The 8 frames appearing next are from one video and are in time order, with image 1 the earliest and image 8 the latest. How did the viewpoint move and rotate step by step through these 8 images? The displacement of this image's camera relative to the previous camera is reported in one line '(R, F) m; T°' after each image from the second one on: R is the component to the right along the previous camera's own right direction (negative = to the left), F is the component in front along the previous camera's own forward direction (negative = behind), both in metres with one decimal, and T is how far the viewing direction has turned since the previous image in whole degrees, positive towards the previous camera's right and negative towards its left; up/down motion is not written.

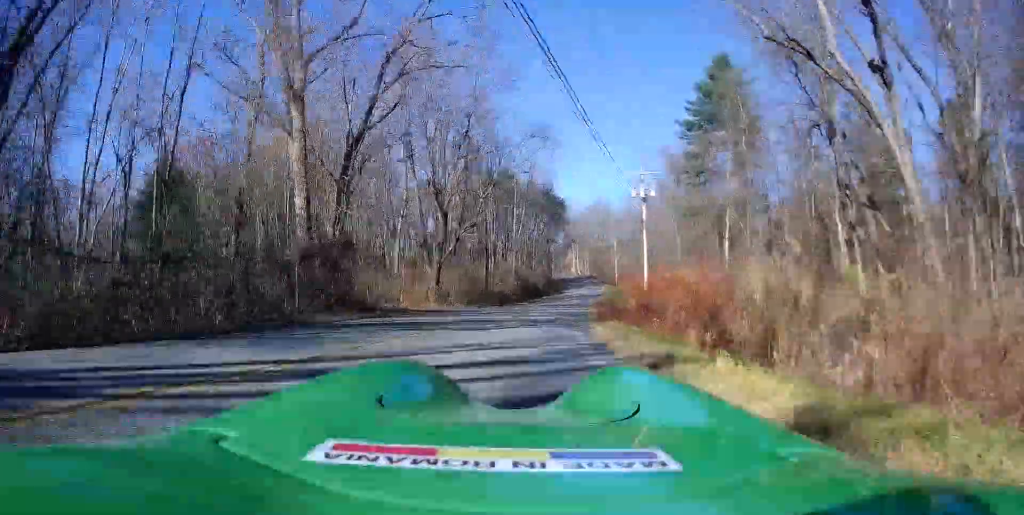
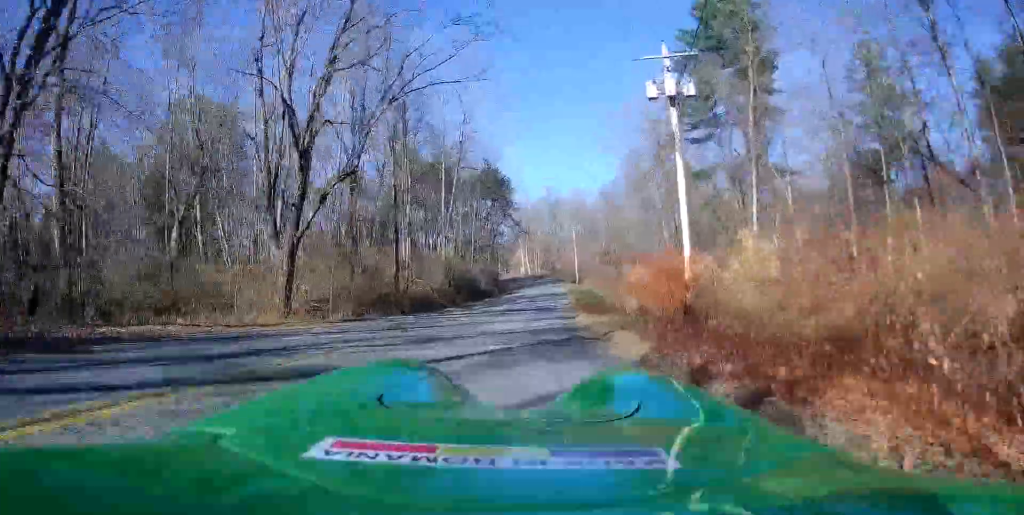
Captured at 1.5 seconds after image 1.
(+5.5, +21.5) m; +17°
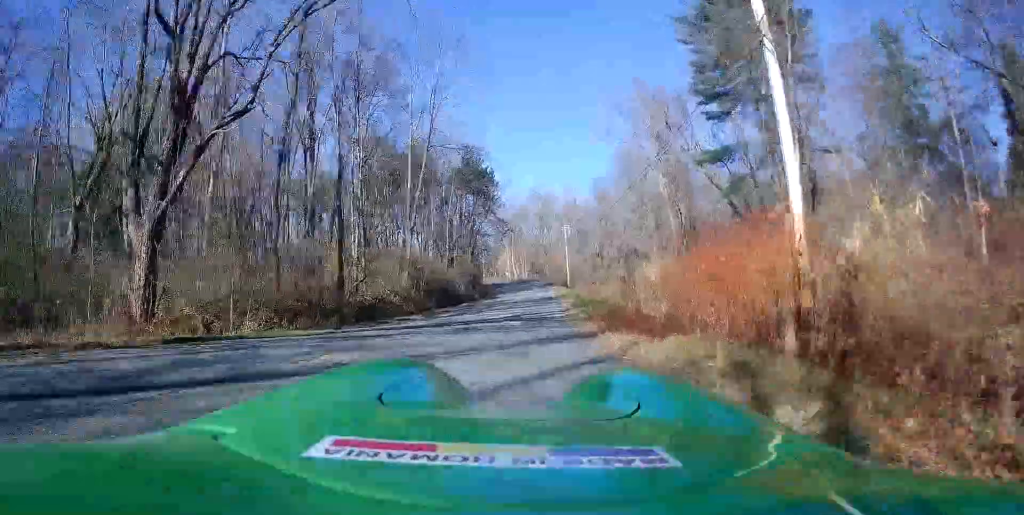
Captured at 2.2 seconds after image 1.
(0.0, +10.0) m; +2°
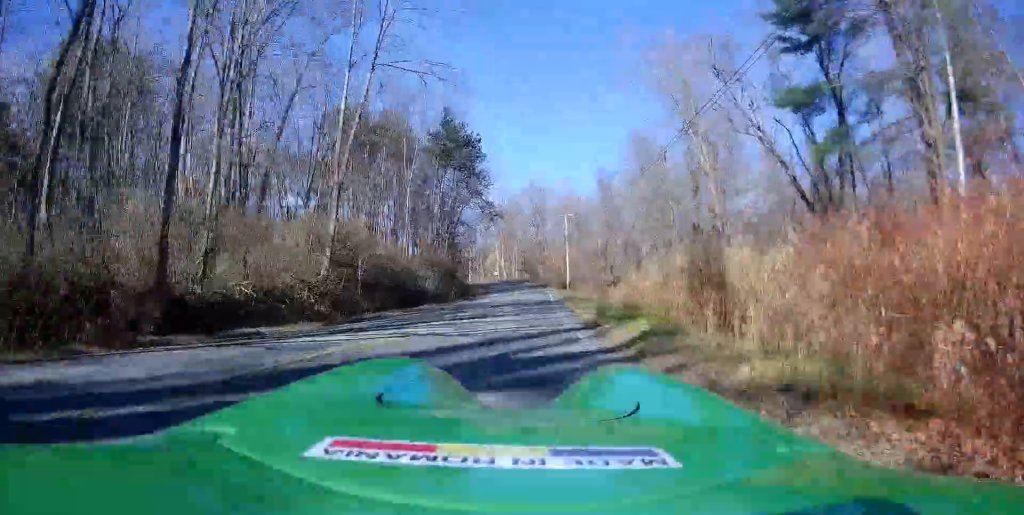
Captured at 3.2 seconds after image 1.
(+0.6, +15.8) m; +2°
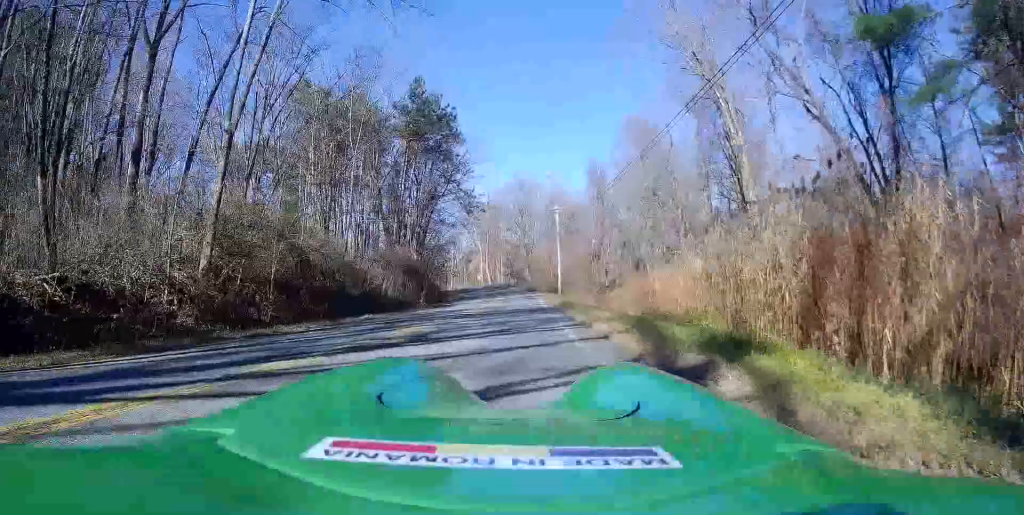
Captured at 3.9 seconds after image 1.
(0.0, +8.9) m; 0°
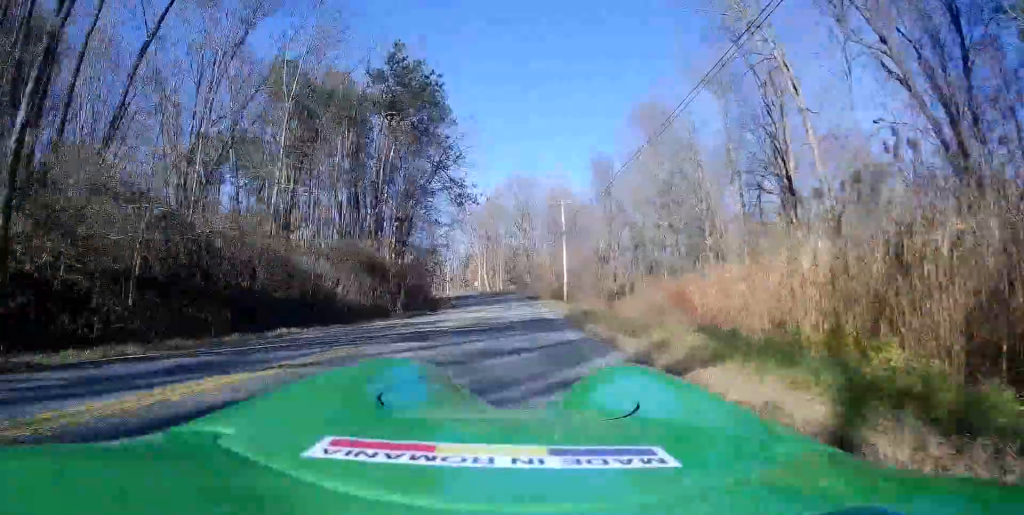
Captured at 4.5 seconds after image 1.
(0.0, +8.8) m; 0°
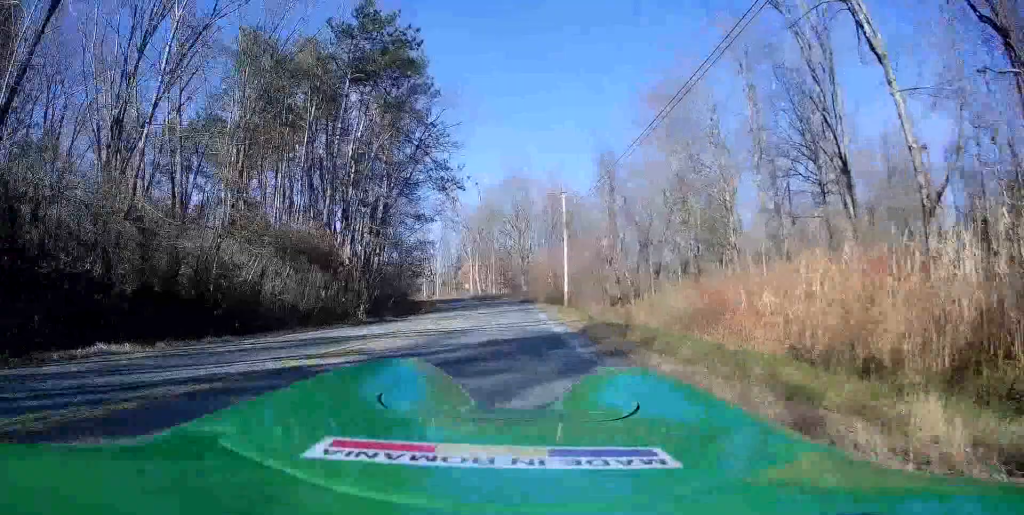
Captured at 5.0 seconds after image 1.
(0.0, +6.9) m; 0°
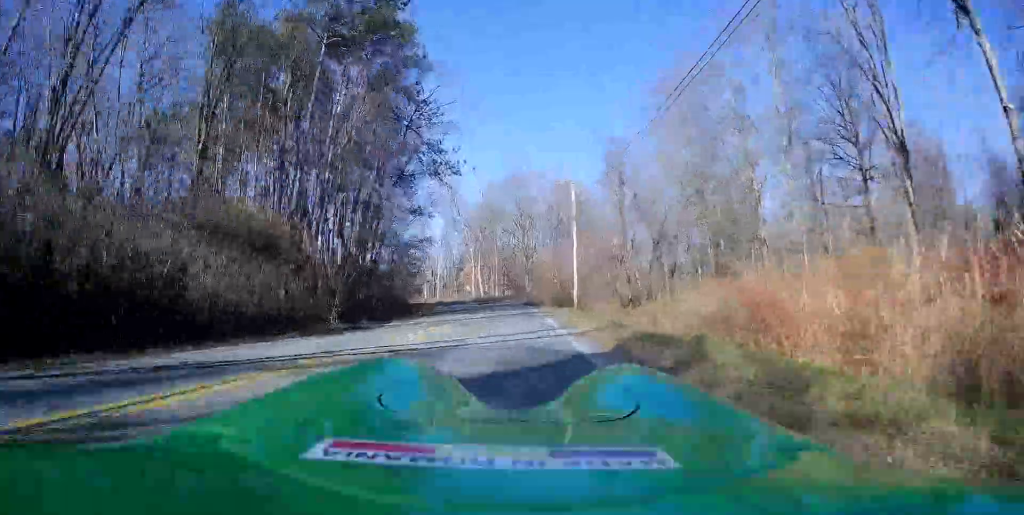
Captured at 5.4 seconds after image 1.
(0.0, +5.6) m; -2°
